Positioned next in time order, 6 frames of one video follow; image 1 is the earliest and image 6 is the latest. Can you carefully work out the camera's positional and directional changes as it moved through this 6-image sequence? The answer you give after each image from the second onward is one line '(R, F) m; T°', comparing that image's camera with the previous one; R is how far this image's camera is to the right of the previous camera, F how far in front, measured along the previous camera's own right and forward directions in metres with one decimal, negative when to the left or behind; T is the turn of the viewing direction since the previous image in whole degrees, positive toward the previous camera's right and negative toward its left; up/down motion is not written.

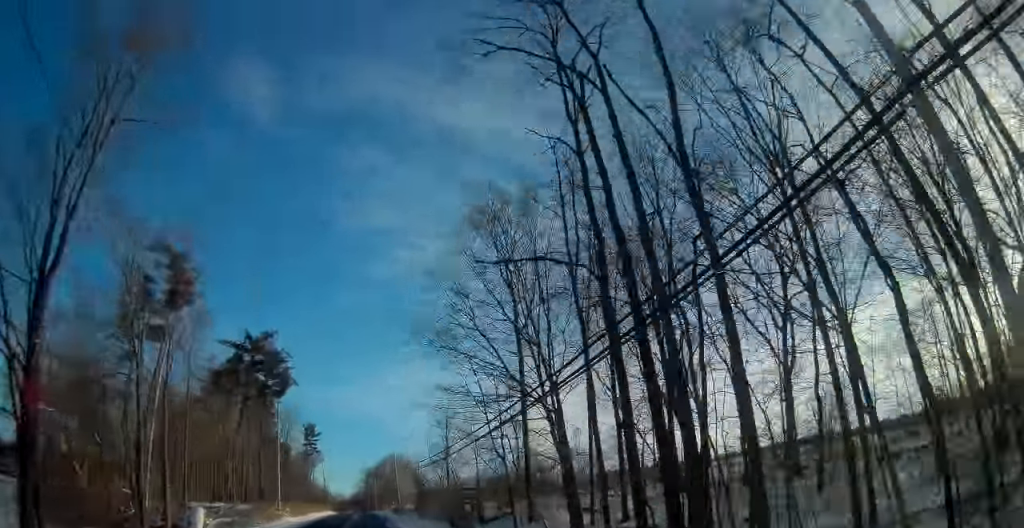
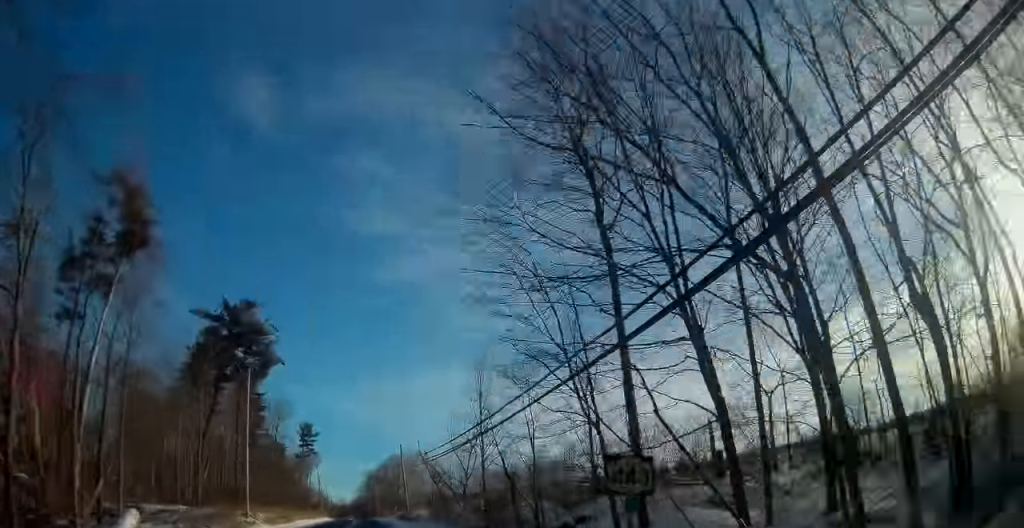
(0.0, +13.8) m; 0°
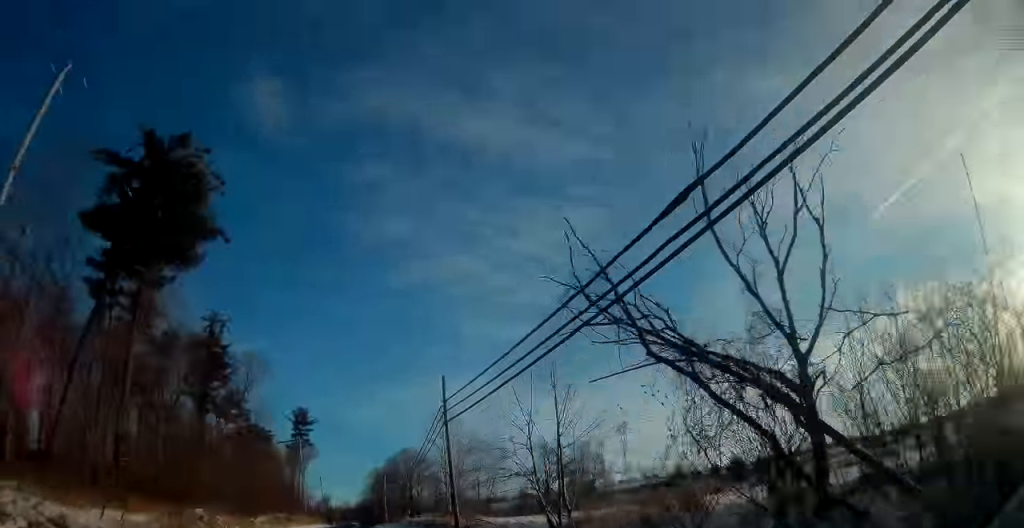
(-0.2, +30.2) m; -1°
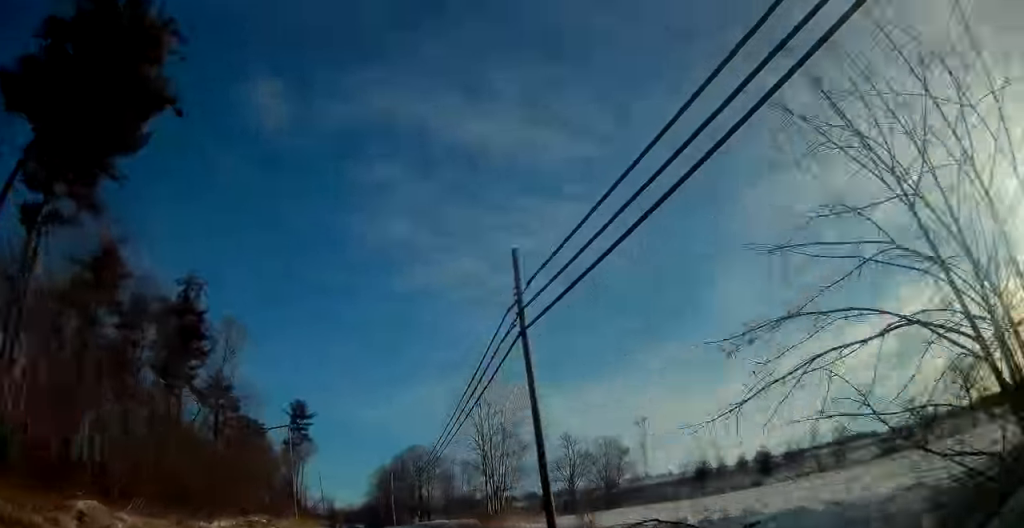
(-0.1, +12.6) m; 0°
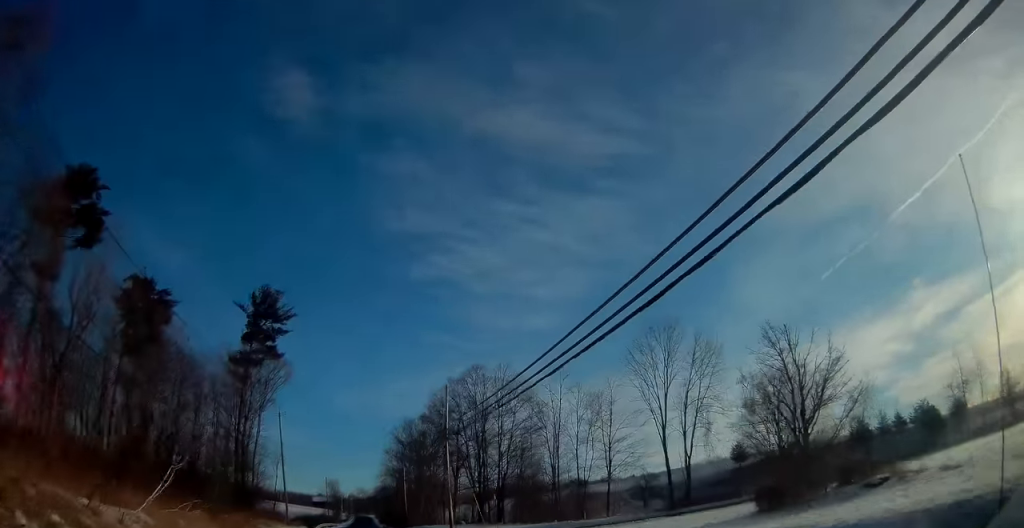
(-0.2, +60.4) m; -2°
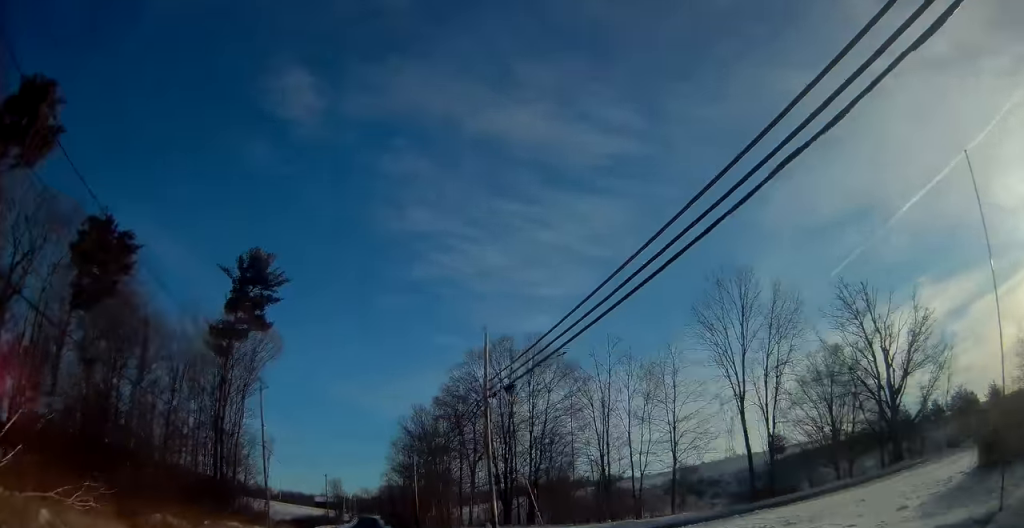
(-0.1, +11.1) m; 0°
